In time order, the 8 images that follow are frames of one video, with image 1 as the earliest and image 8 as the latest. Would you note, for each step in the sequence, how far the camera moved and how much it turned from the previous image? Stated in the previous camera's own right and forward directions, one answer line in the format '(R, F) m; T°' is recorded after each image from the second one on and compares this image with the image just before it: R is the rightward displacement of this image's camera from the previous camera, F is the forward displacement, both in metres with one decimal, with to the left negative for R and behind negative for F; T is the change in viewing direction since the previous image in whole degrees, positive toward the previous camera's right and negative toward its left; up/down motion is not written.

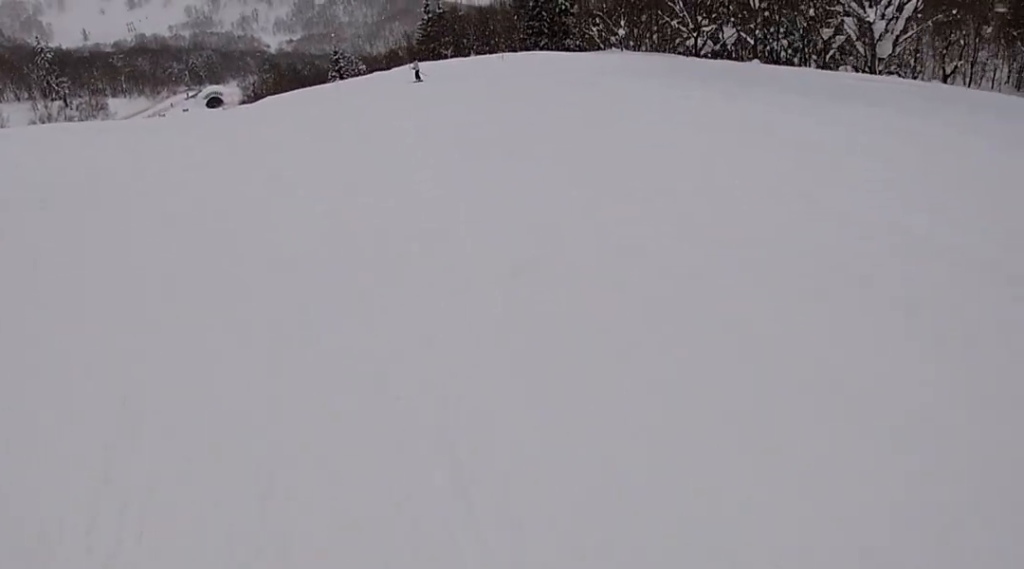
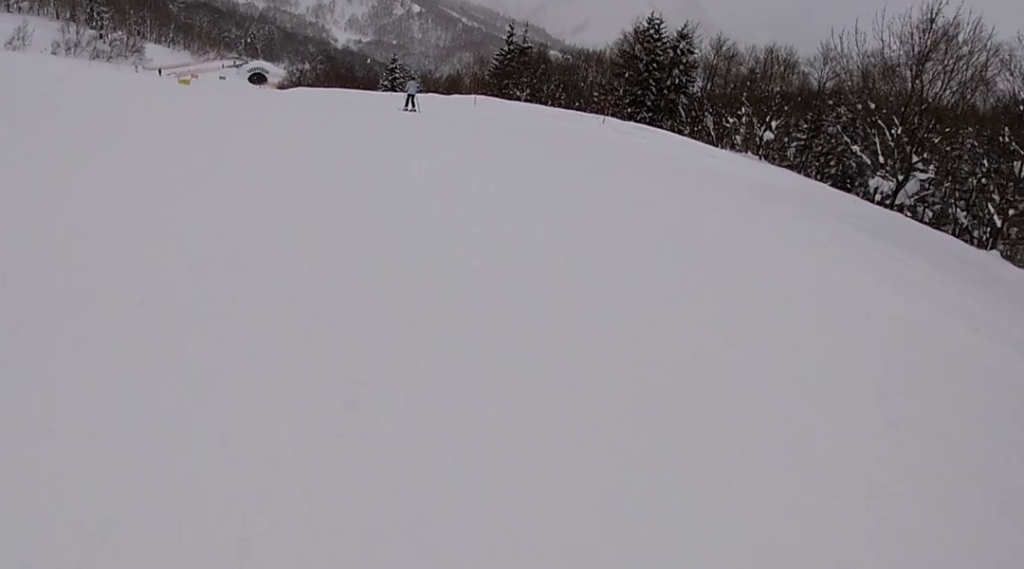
(+2.0, +14.5) m; +3°
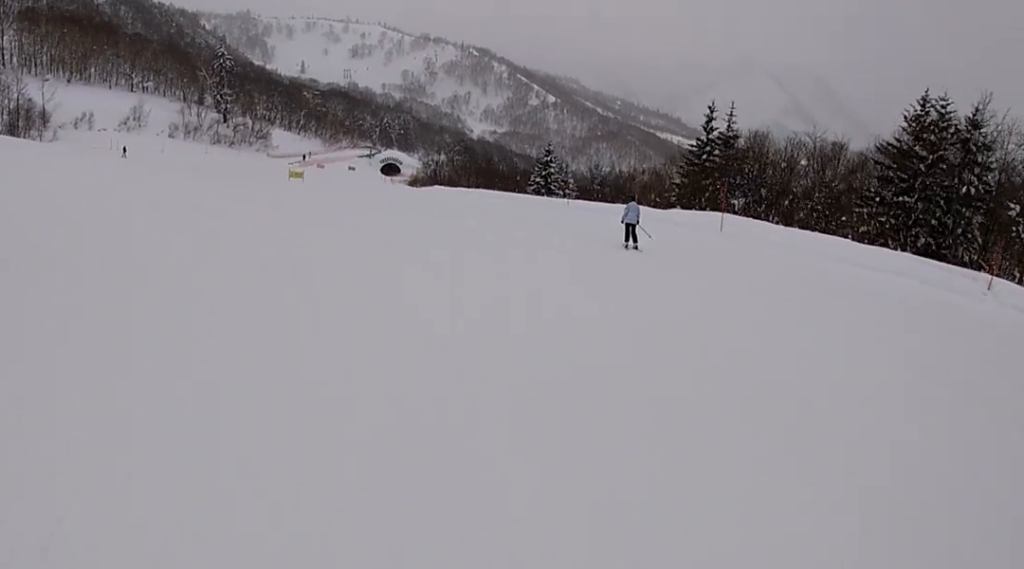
(-3.1, +18.2) m; -17°
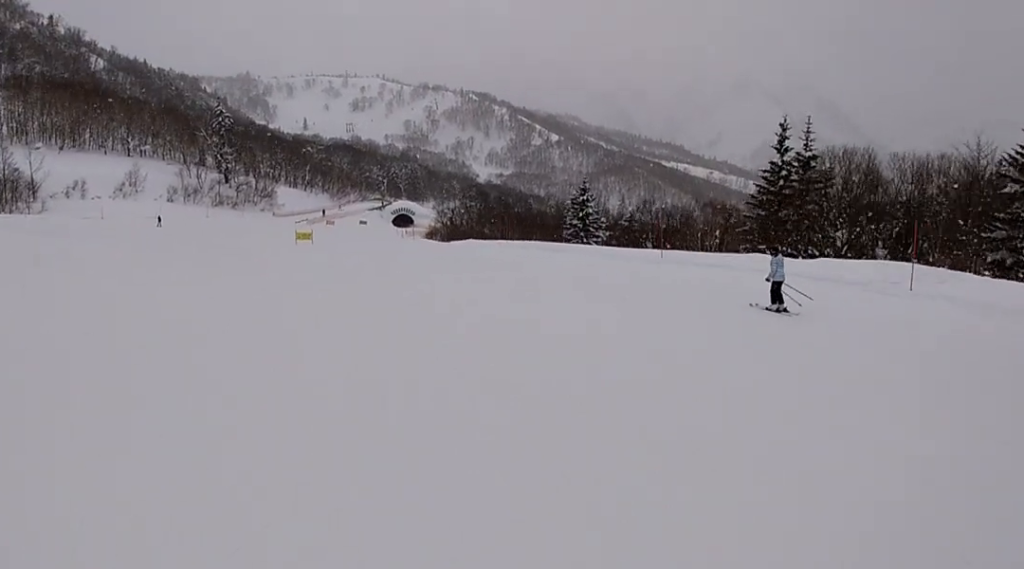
(-1.0, +9.4) m; -8°
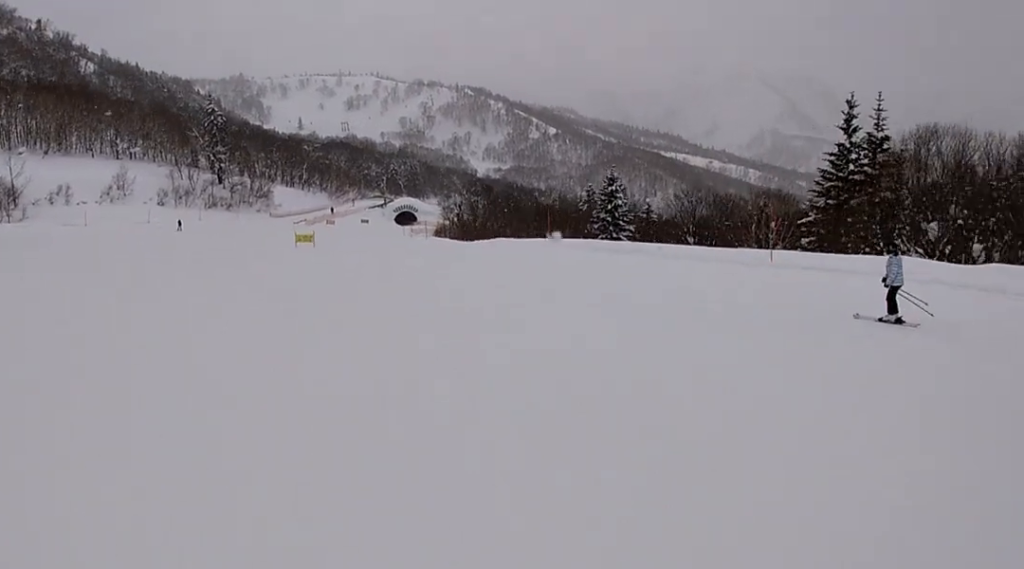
(-0.1, +6.9) m; -1°
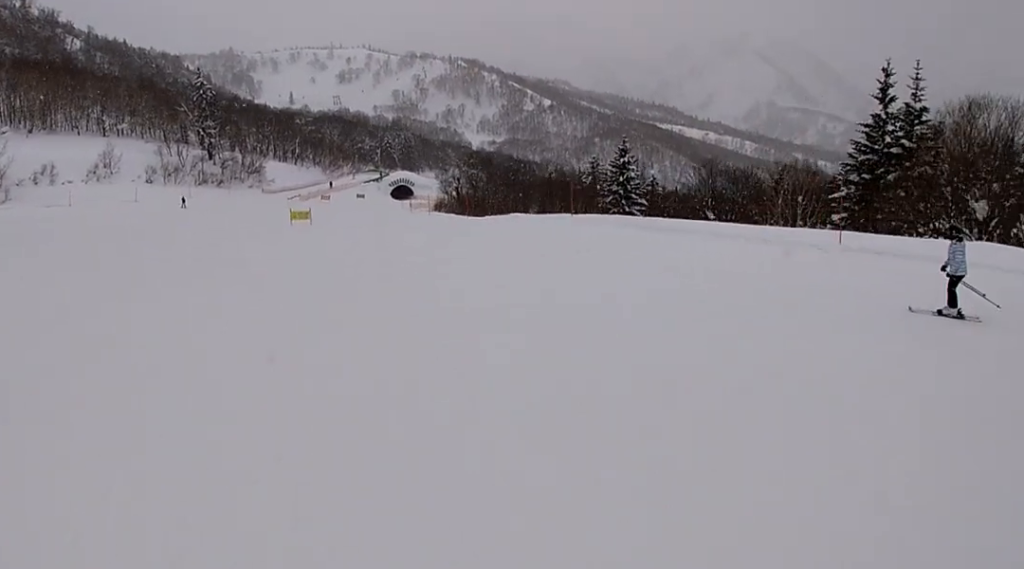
(0.0, +3.4) m; -3°
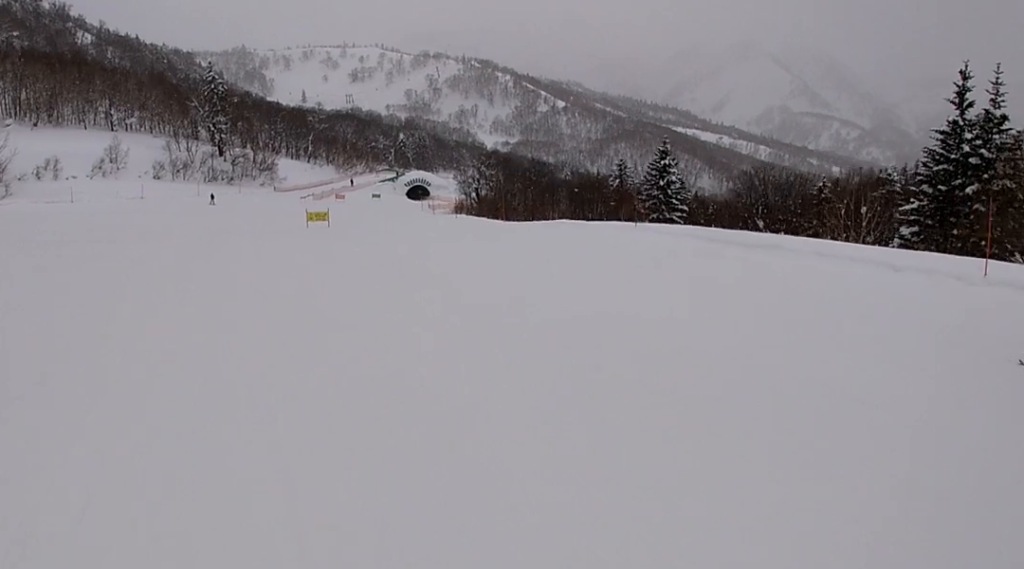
(+0.2, +4.6) m; -5°
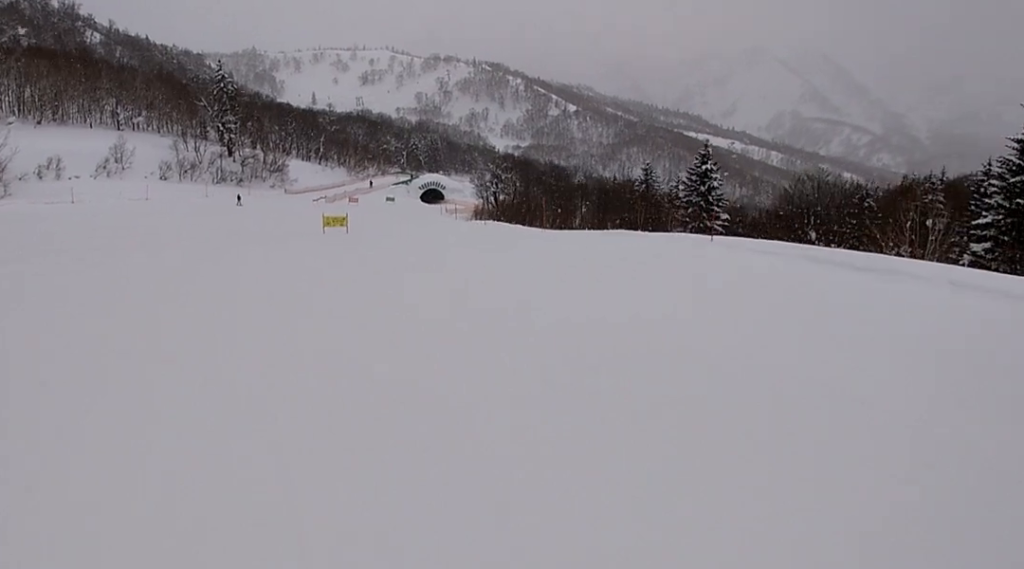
(-0.4, +4.1) m; -1°
